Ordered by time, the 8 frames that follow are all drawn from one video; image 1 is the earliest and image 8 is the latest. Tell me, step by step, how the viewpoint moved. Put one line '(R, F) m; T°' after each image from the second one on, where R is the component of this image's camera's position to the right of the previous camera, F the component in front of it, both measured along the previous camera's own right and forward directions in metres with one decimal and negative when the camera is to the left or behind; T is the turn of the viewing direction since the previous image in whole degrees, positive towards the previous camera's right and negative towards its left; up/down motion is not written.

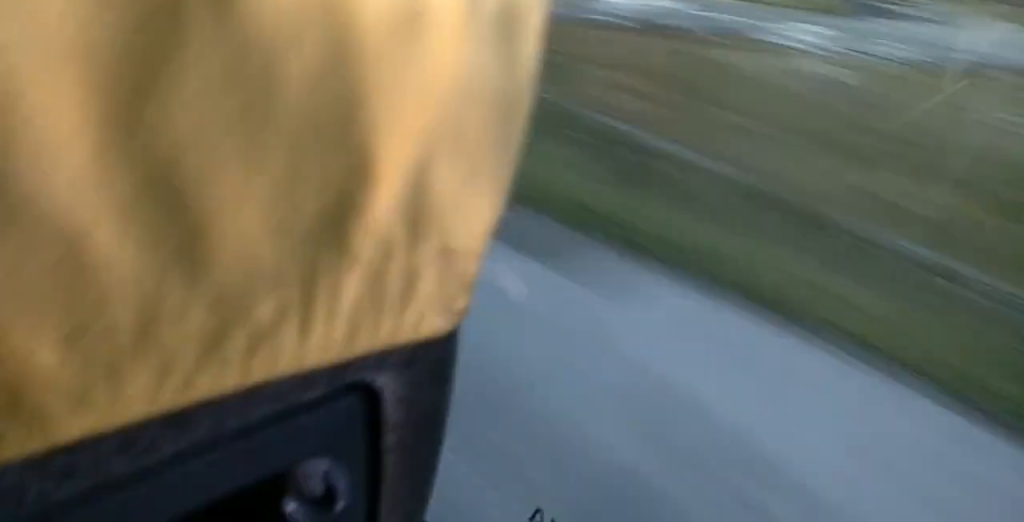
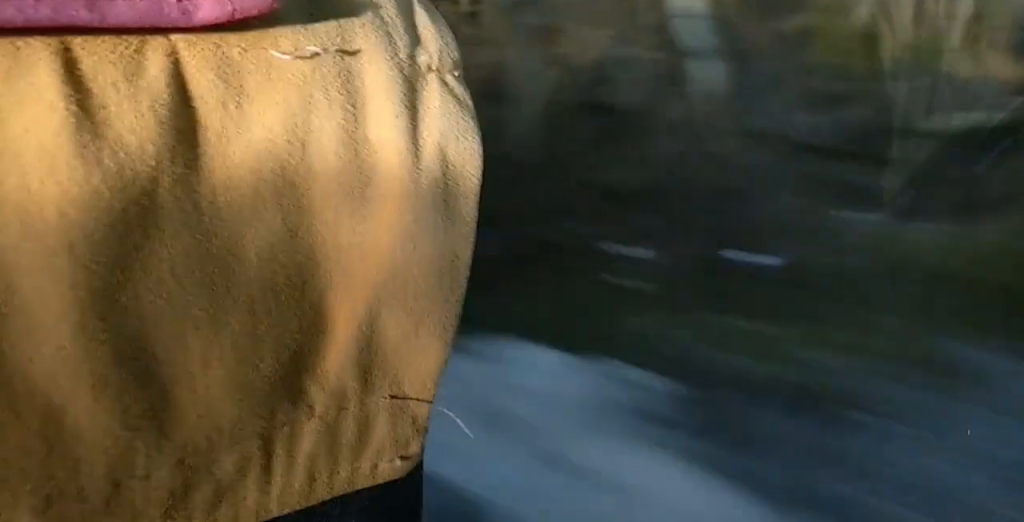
(0.0, +15.6) m; +1°
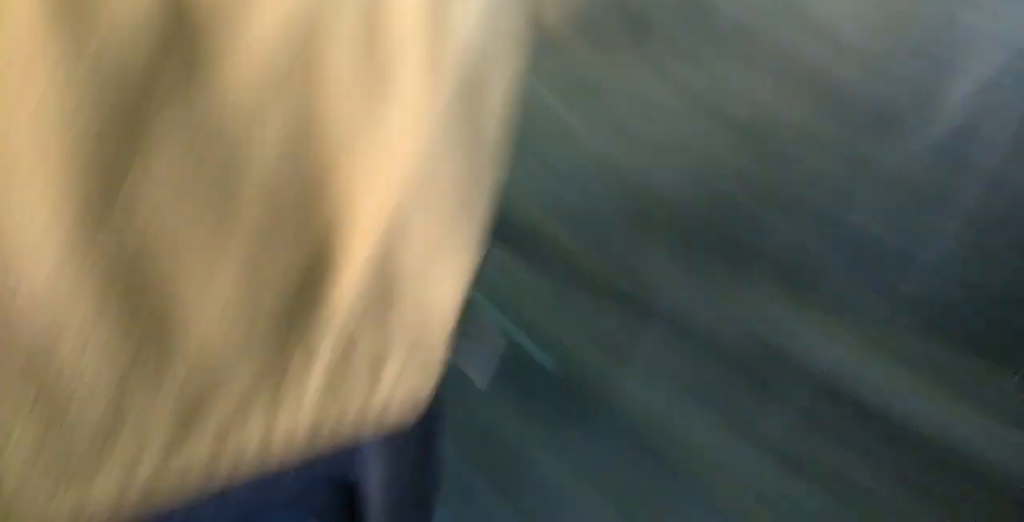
(+0.1, +11.3) m; 0°
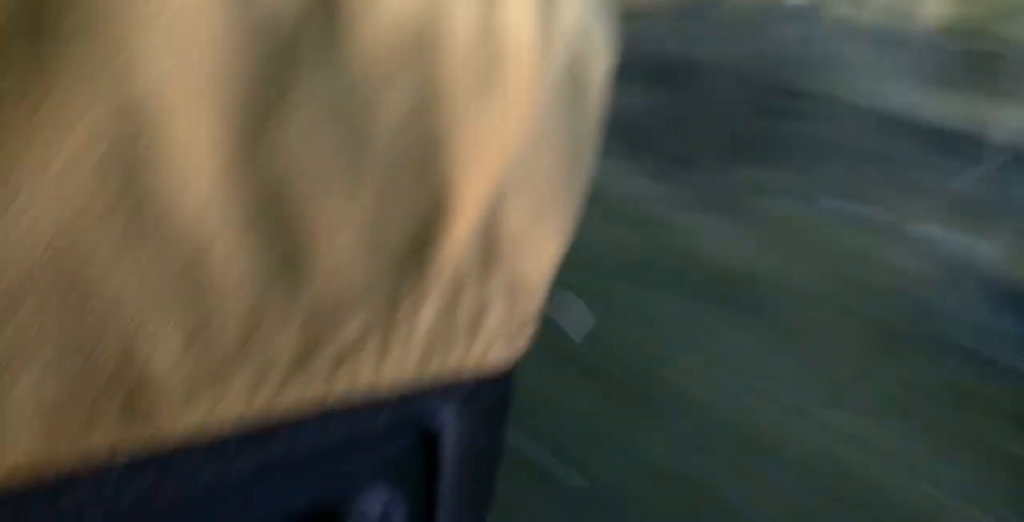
(+0.1, +14.5) m; 0°
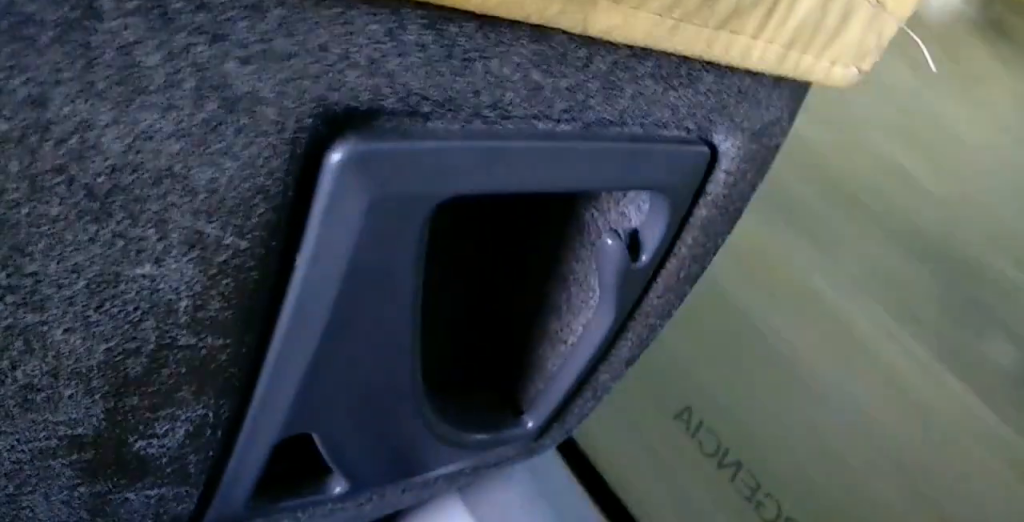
(-0.2, +23.4) m; -2°
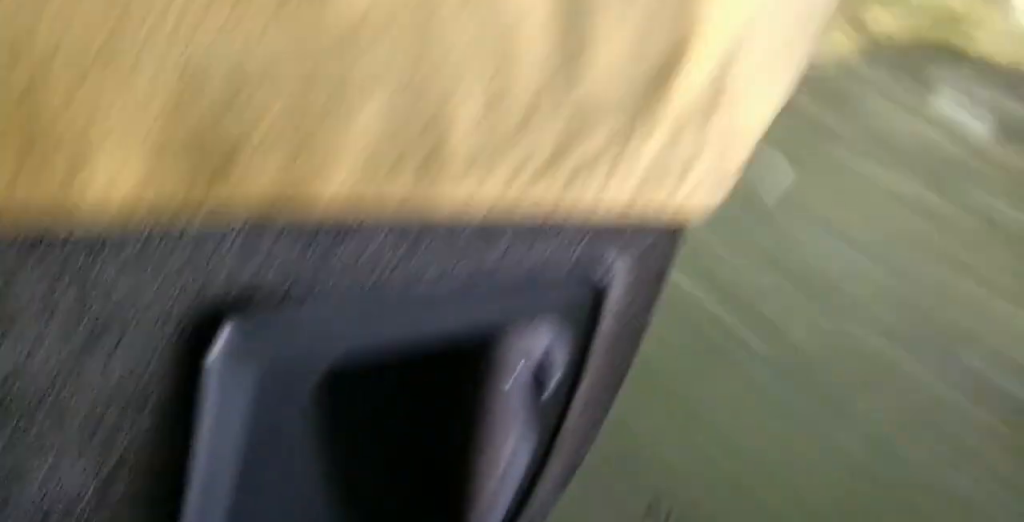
(+0.1, +13.1) m; -2°
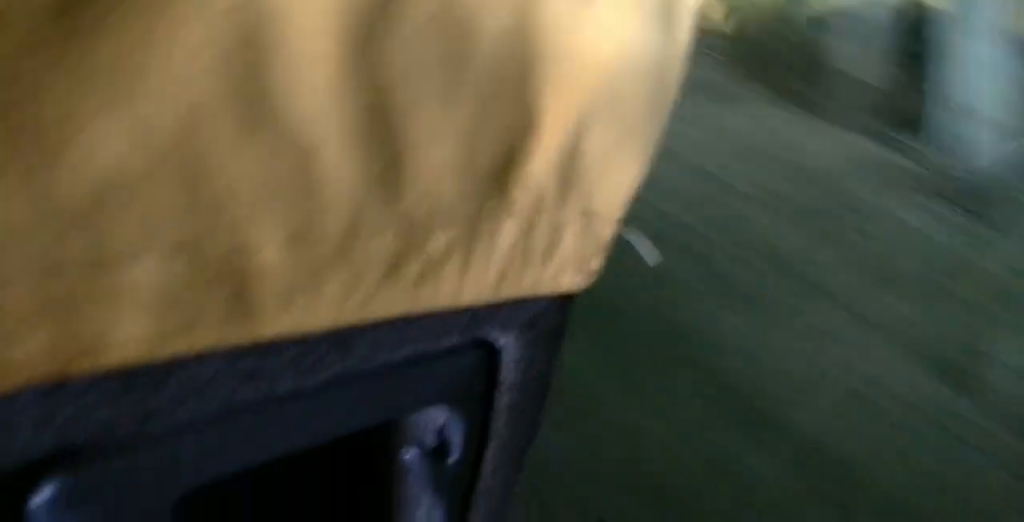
(-1.0, +26.8) m; -2°
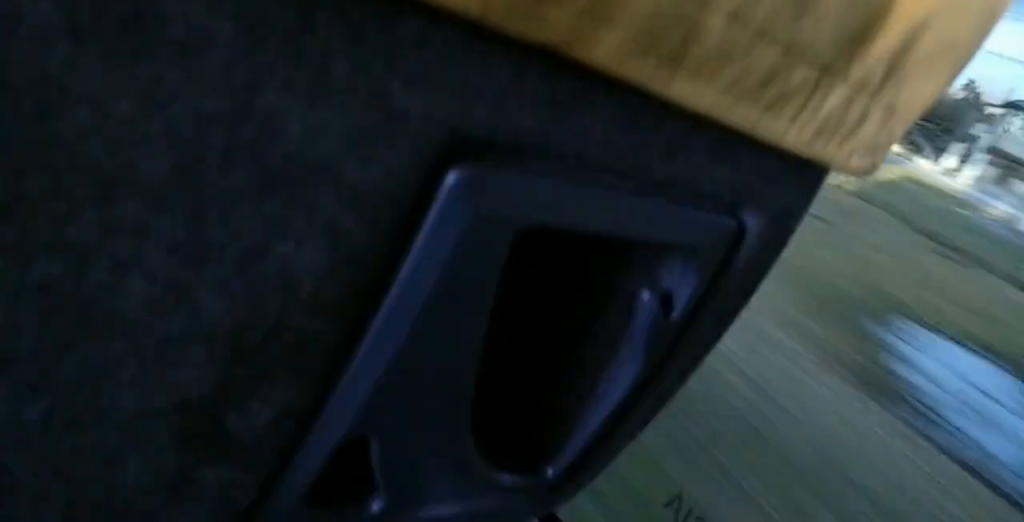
(+0.2, +13.6) m; 0°
